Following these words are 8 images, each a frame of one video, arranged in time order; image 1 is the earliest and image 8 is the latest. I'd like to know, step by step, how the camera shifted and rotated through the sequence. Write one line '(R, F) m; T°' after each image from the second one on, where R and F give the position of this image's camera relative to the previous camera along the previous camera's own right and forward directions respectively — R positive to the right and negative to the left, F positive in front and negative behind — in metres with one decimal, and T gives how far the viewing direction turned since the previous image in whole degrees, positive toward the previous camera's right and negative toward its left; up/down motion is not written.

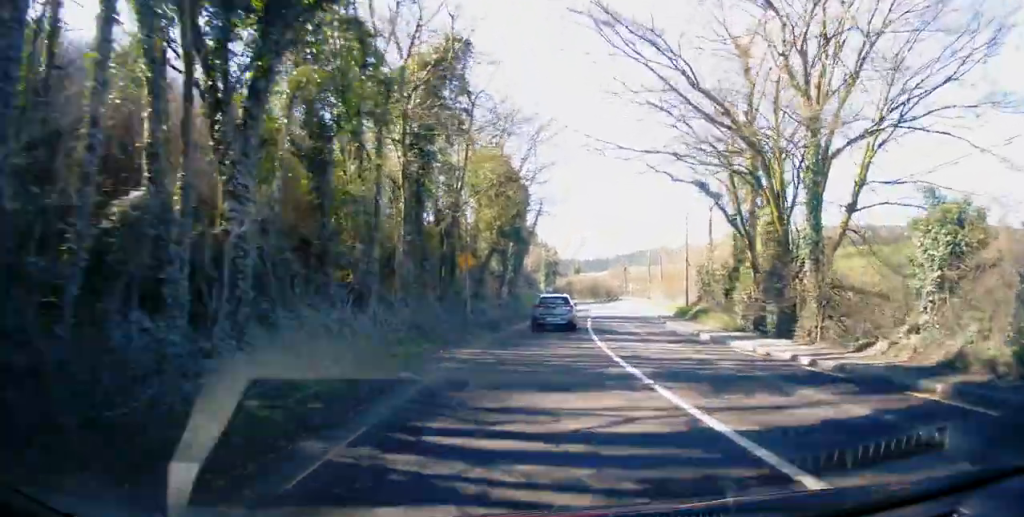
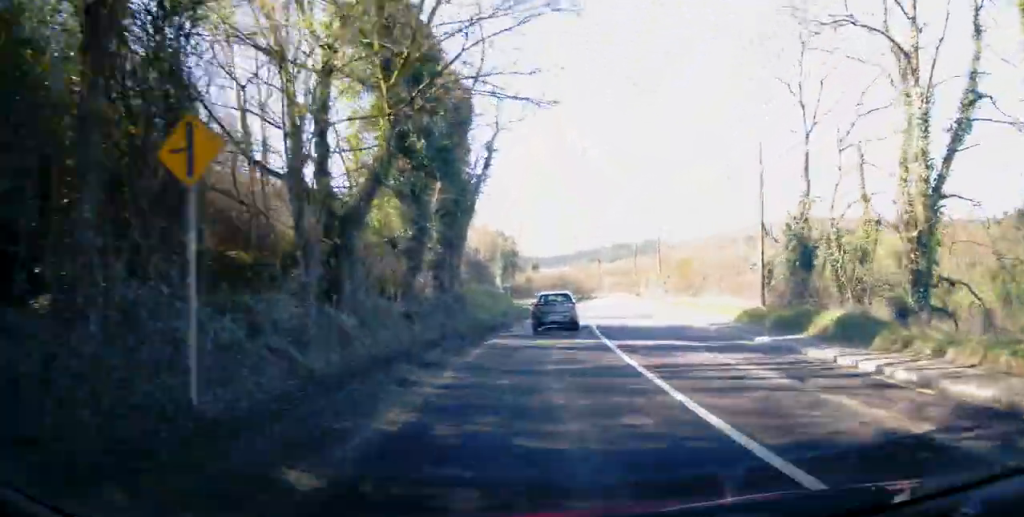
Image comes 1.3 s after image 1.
(+0.3, +19.0) m; +3°
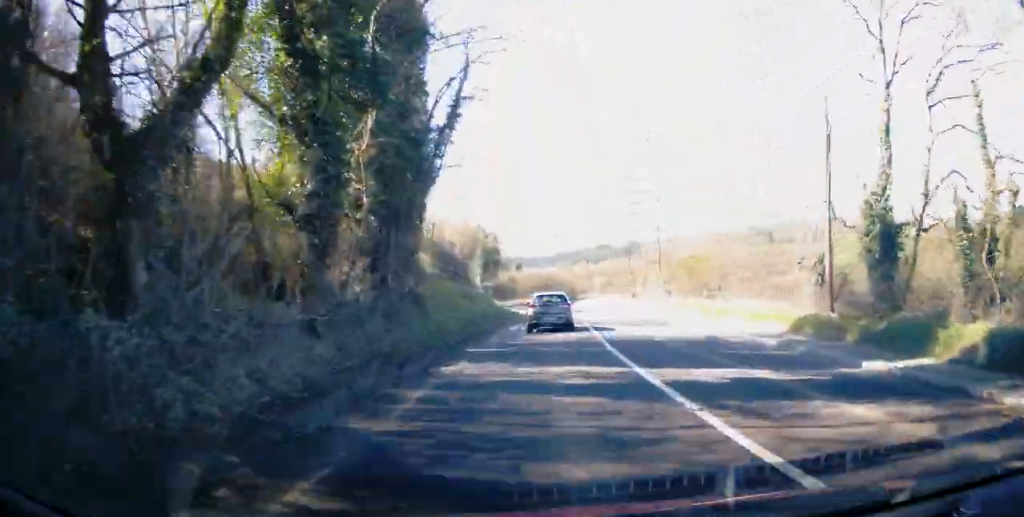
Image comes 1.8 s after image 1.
(0.0, +6.5) m; +2°
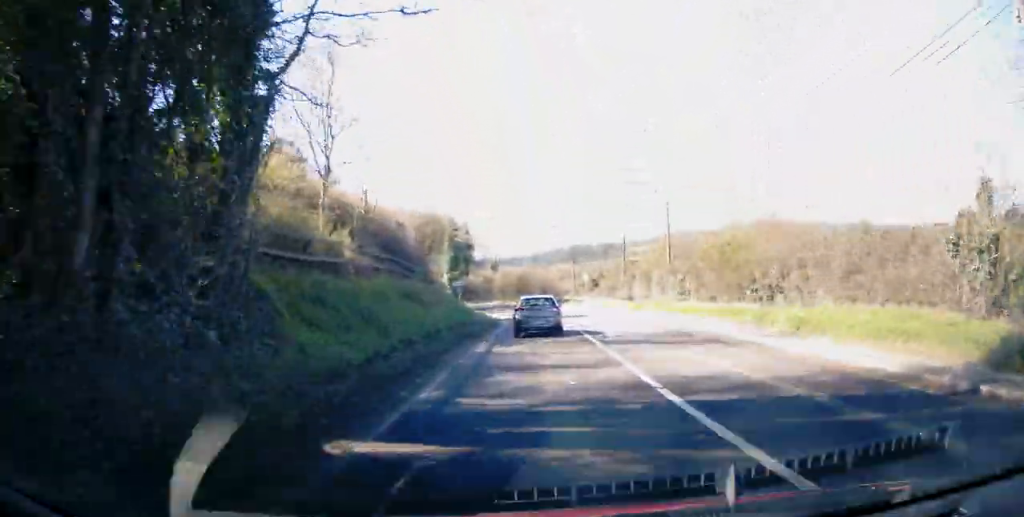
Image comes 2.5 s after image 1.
(+0.3, +9.6) m; +3°
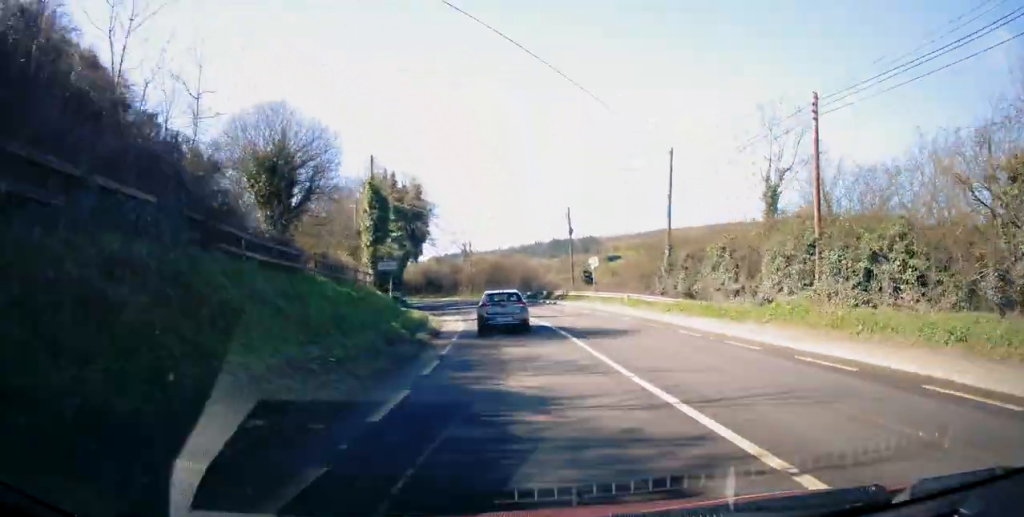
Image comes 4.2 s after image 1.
(+1.0, +22.1) m; +3°
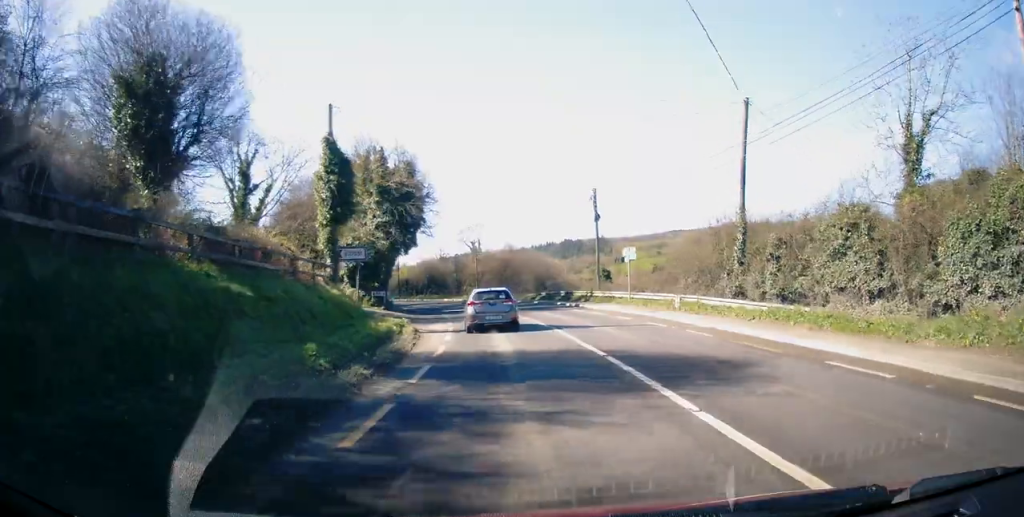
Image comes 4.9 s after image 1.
(+0.1, +9.1) m; -2°
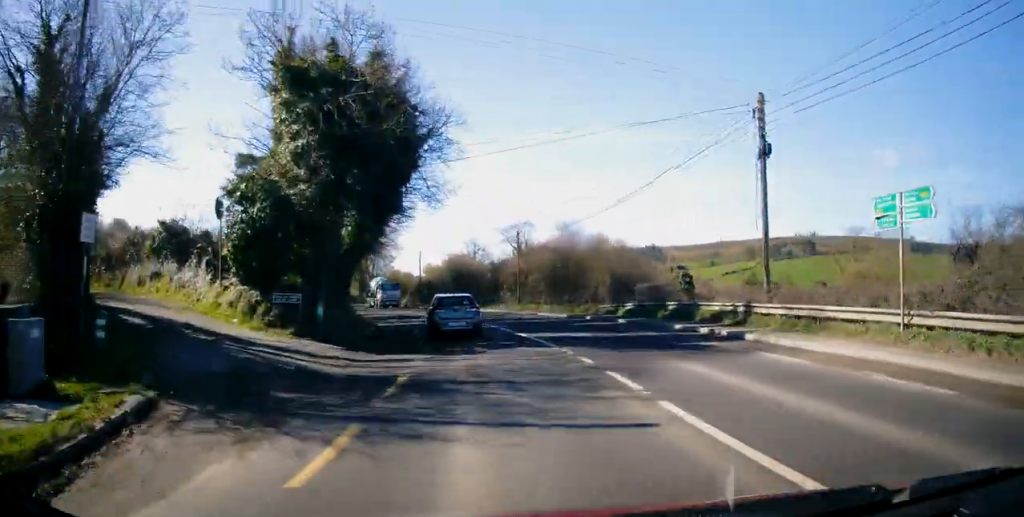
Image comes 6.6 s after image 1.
(-1.3, +21.2) m; -6°
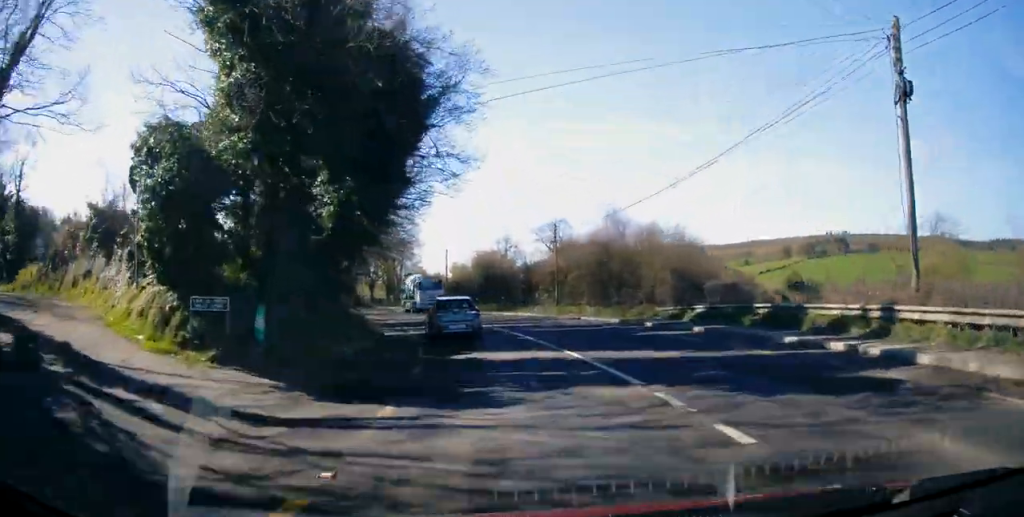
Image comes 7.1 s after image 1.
(0.0, +6.4) m; -2°
